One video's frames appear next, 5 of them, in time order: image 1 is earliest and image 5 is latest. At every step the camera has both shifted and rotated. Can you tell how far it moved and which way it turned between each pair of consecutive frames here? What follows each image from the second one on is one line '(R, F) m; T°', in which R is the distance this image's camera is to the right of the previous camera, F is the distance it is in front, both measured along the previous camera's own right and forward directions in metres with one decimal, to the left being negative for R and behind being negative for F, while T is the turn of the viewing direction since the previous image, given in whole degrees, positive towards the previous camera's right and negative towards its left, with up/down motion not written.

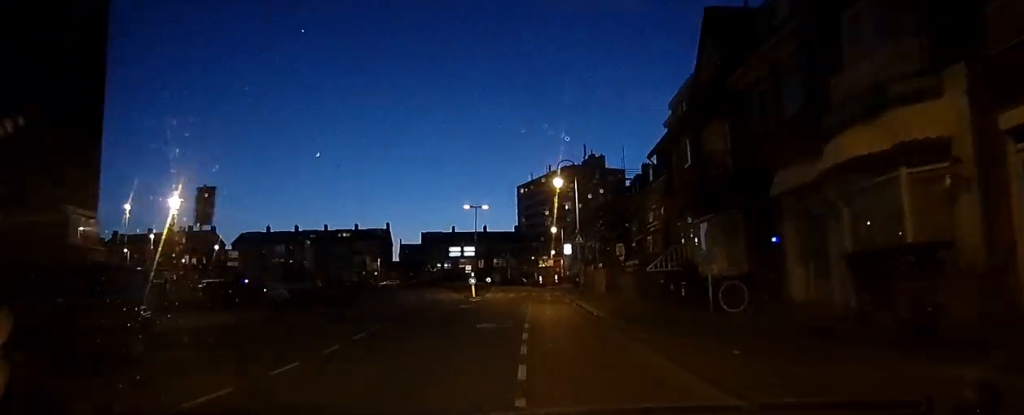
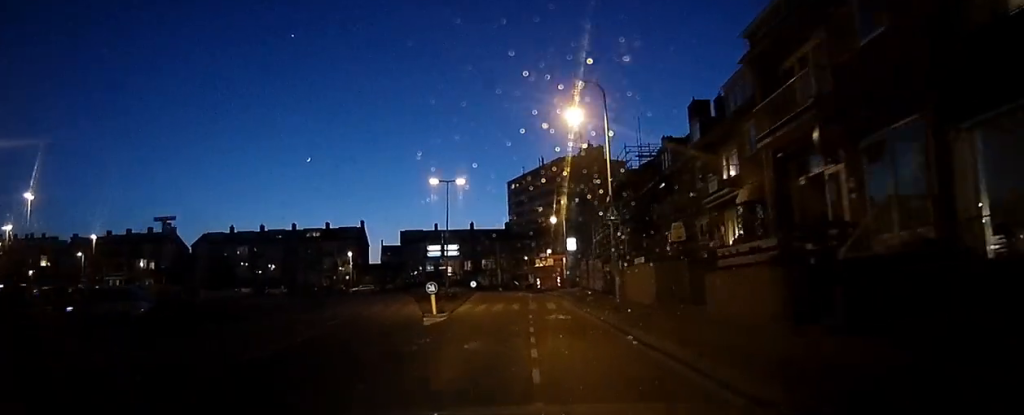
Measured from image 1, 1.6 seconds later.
(+0.2, +7.0) m; +2°
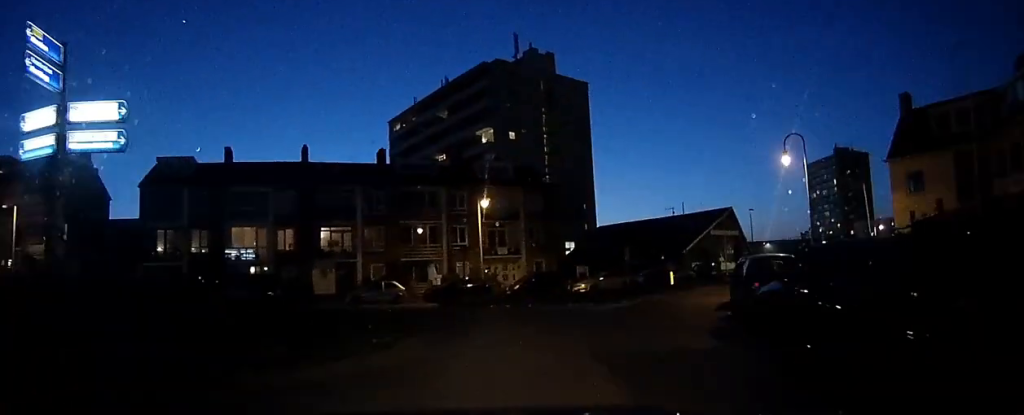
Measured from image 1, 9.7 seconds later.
(+2.4, +36.7) m; +20°
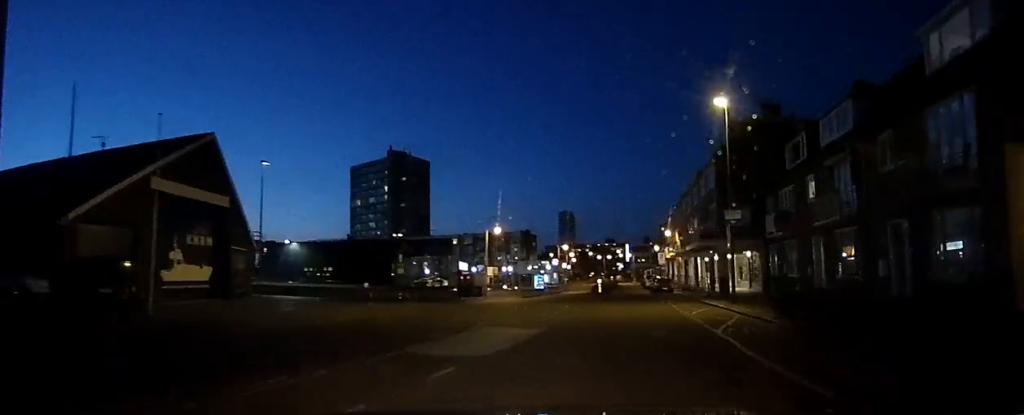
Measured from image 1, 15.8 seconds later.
(+15.1, +31.3) m; +45°
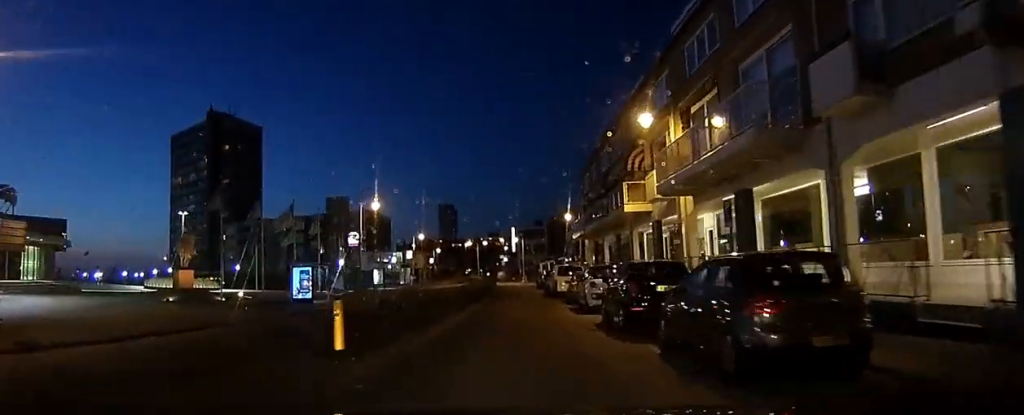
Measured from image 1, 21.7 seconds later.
(+8.8, +46.1) m; +11°
